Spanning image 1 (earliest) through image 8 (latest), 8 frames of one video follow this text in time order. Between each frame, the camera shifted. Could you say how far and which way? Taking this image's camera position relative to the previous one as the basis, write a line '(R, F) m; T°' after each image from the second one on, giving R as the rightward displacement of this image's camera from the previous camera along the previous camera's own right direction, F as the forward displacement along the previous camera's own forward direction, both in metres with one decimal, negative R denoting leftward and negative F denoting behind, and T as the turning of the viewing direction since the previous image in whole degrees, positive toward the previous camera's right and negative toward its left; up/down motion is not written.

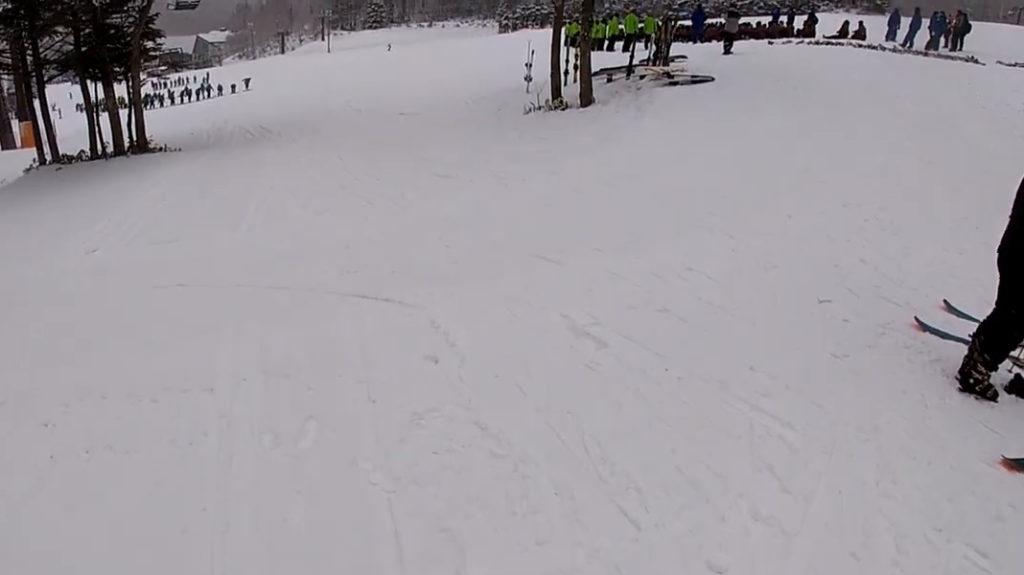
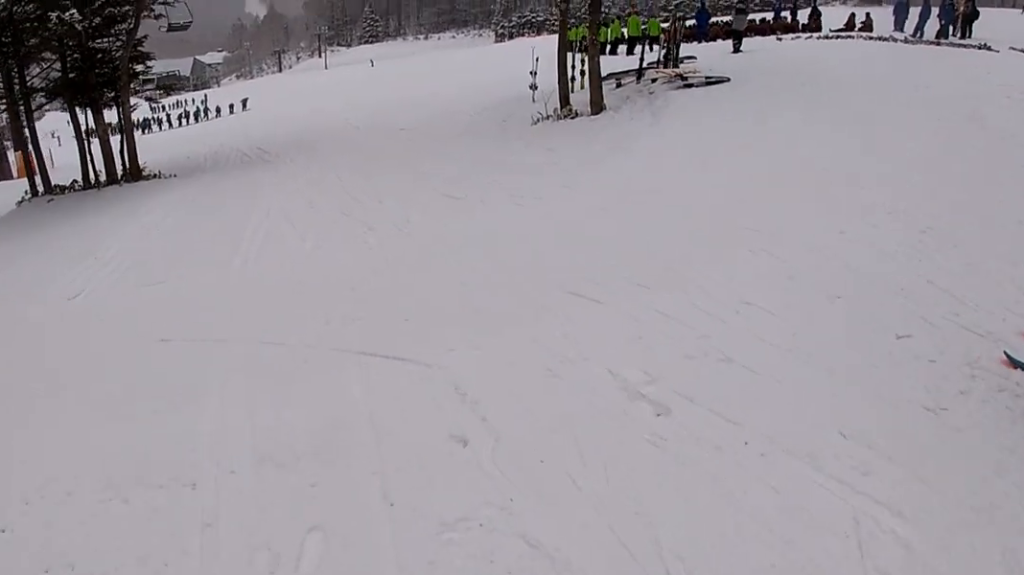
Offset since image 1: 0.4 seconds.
(0.0, +0.9) m; +2°
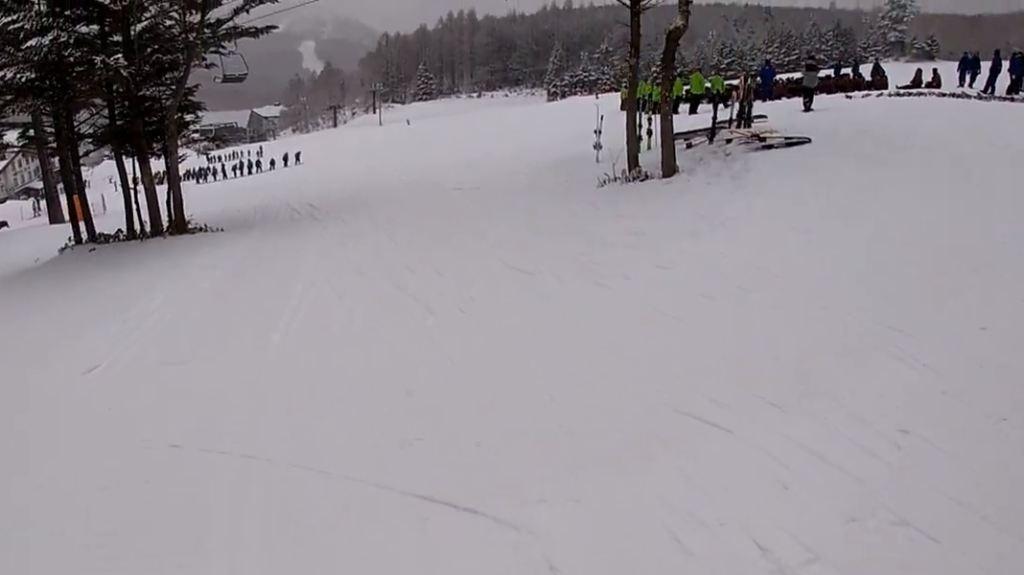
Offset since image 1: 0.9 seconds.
(0.0, +1.2) m; +1°
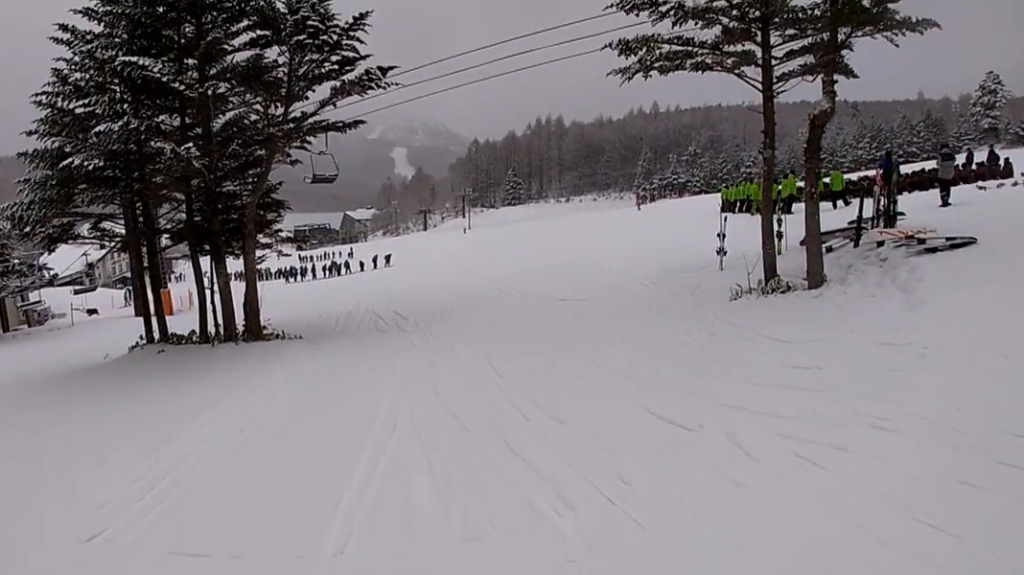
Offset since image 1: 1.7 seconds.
(0.0, +2.0) m; 0°
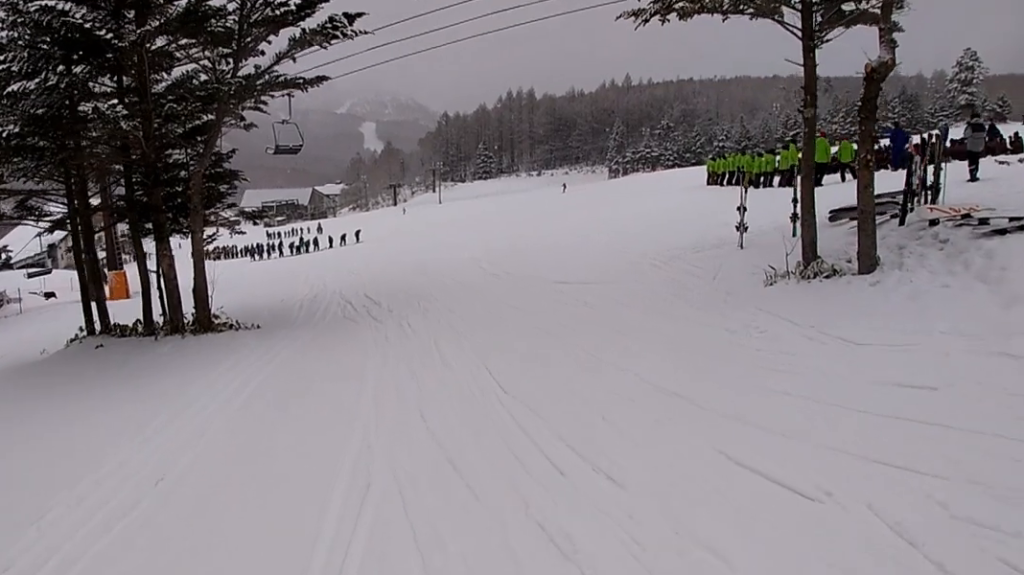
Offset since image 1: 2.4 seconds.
(0.0, +2.1) m; -1°
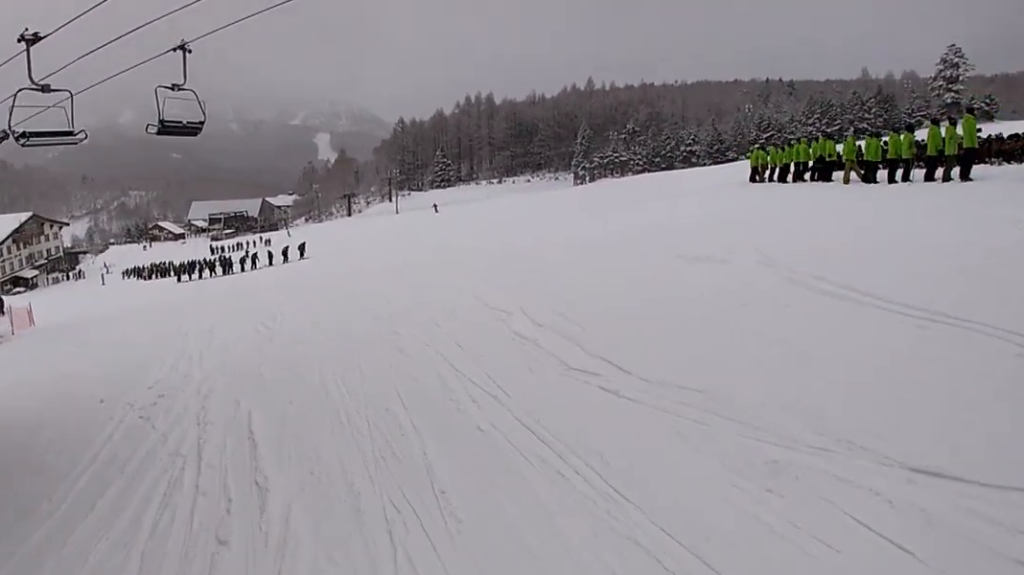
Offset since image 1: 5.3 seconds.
(-0.6, +10.8) m; -7°
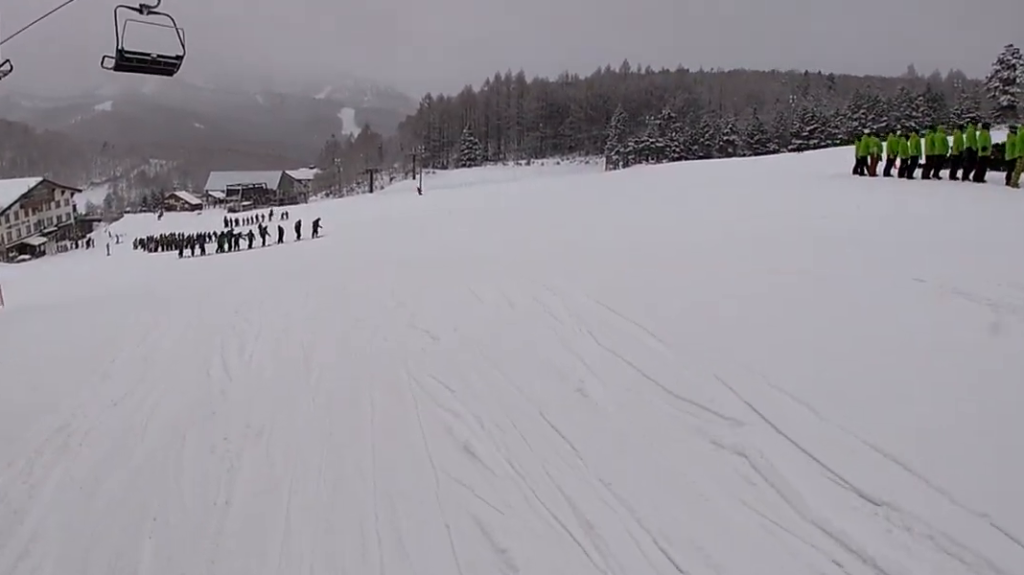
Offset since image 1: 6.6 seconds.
(-0.1, +5.8) m; 0°
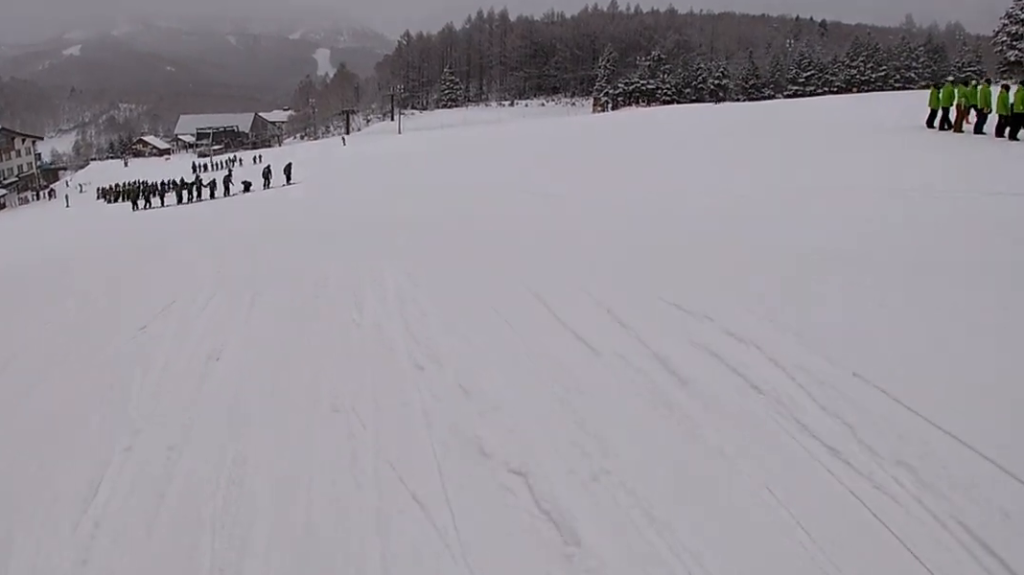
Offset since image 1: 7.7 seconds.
(+0.2, +5.2) m; +3°
